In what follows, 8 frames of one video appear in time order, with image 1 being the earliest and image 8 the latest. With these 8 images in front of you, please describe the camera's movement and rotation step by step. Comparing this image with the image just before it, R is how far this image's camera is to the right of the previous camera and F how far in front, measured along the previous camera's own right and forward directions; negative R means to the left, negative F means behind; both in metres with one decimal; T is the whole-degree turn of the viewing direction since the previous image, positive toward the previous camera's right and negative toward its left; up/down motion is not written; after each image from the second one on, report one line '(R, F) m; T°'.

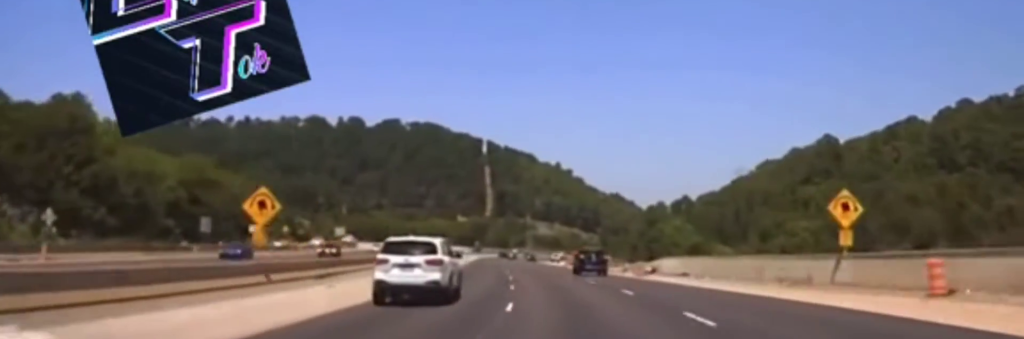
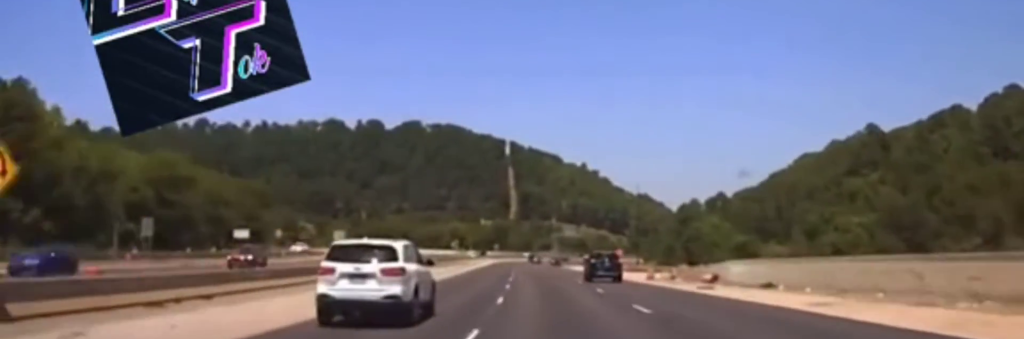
(-0.4, +17.7) m; -2°
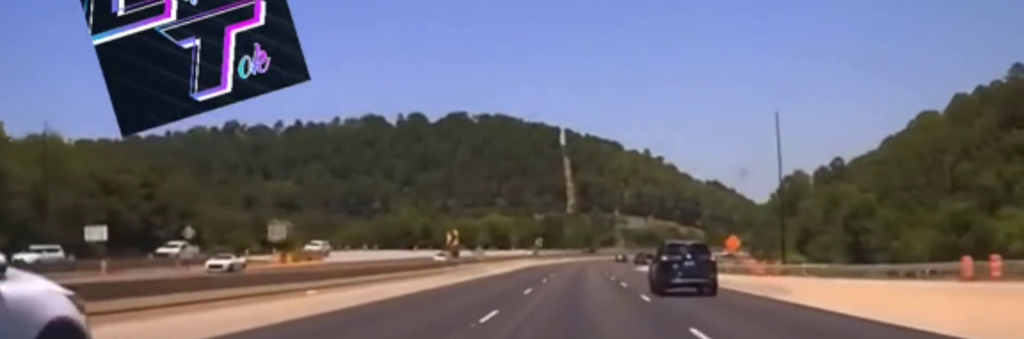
(-2.2, +51.6) m; -5°
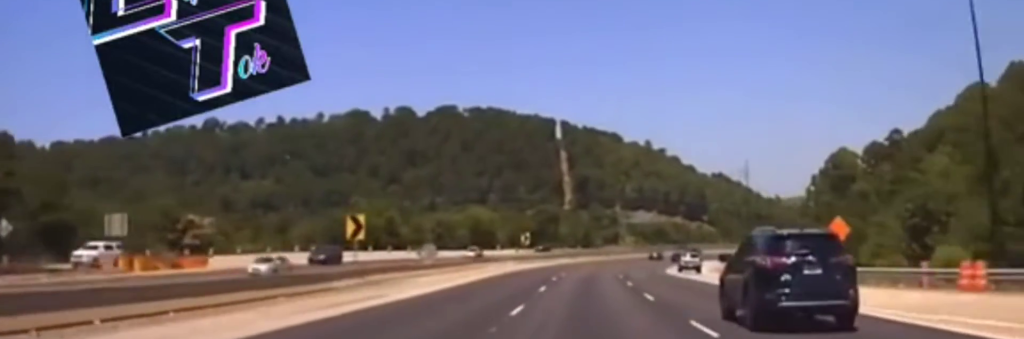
(-0.6, +30.7) m; -1°
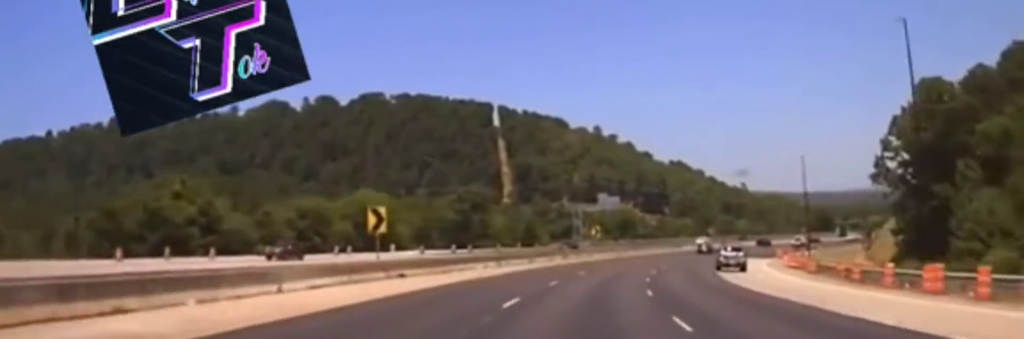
(+0.9, +63.9) m; +3°
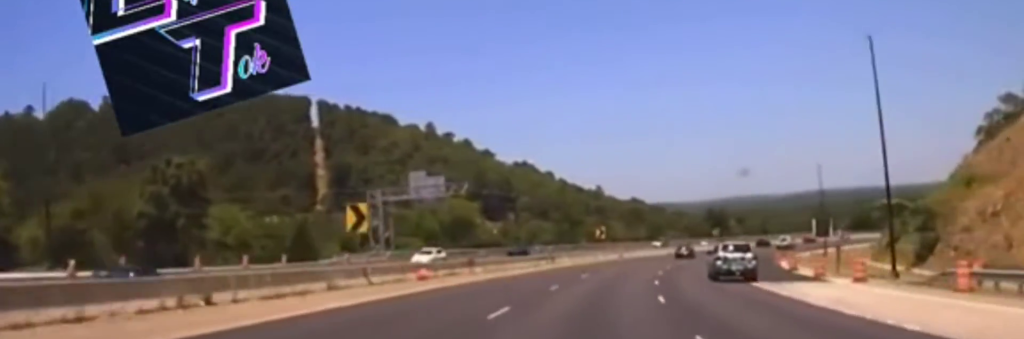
(+4.1, +70.1) m; +9°
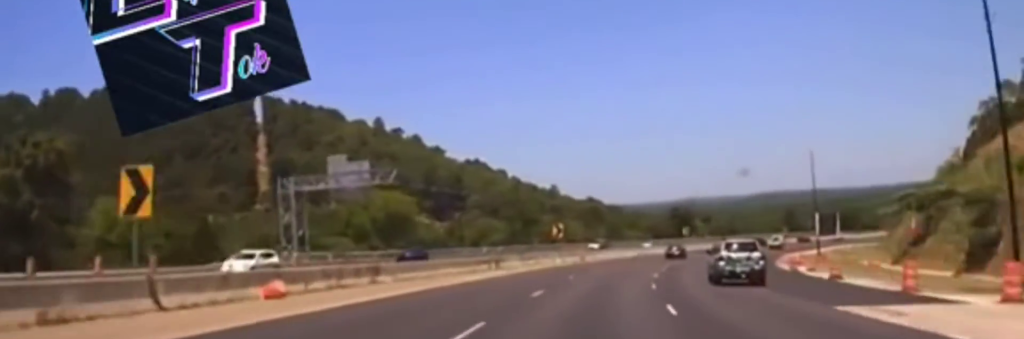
(+0.9, +16.8) m; +3°
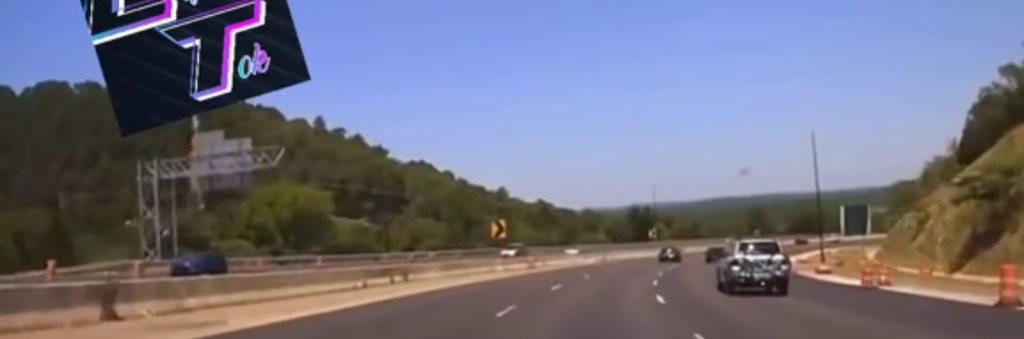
(+0.3, +19.2) m; +3°
